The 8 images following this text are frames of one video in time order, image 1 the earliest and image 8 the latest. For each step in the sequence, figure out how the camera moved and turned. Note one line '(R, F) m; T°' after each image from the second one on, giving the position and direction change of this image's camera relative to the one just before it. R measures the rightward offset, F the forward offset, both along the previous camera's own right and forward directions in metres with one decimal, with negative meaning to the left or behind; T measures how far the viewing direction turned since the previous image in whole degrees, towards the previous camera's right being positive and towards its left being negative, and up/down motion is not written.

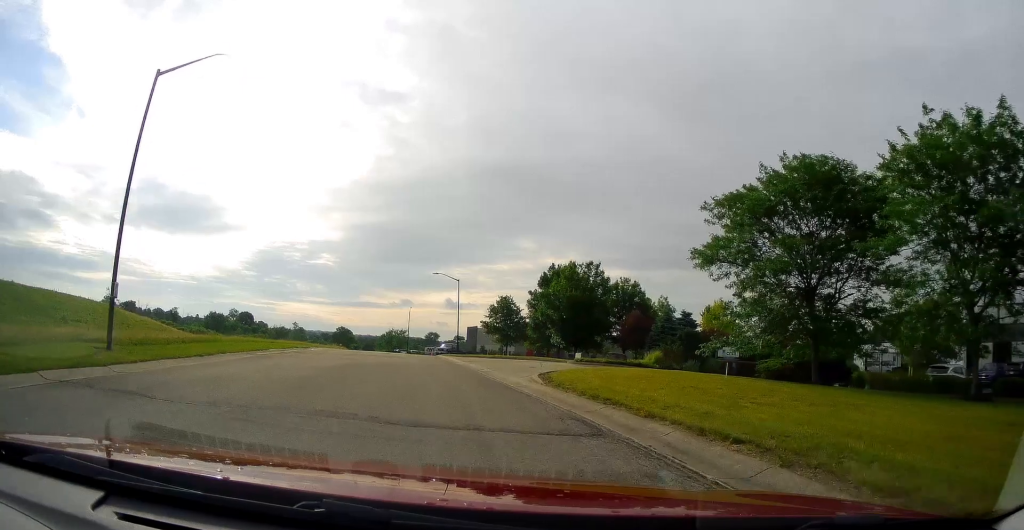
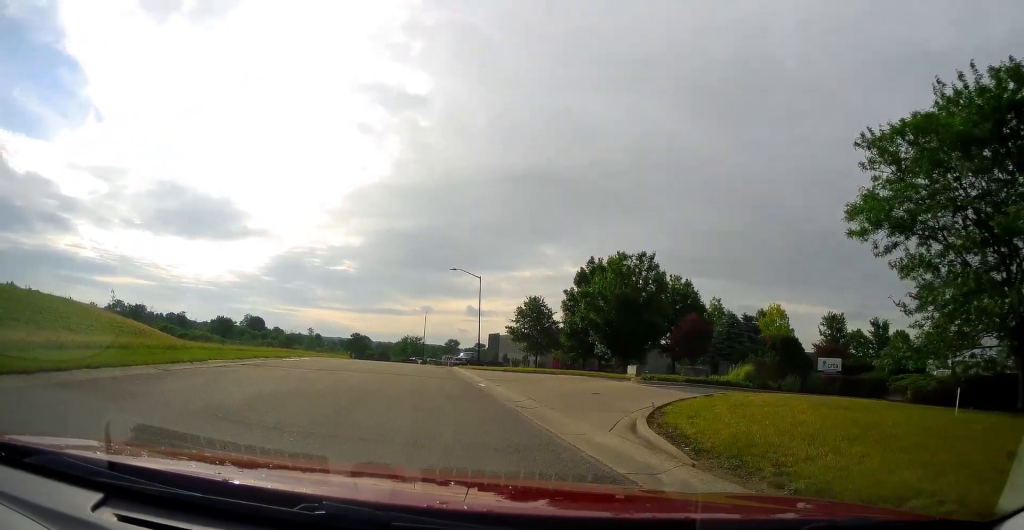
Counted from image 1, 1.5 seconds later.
(-0.4, +10.3) m; +1°
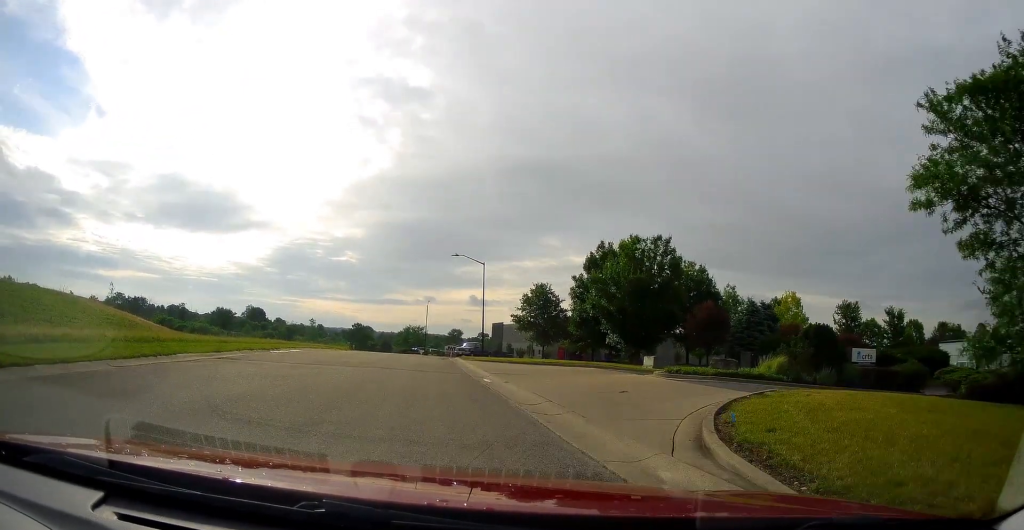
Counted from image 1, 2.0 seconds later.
(+0.2, +2.9) m; +2°
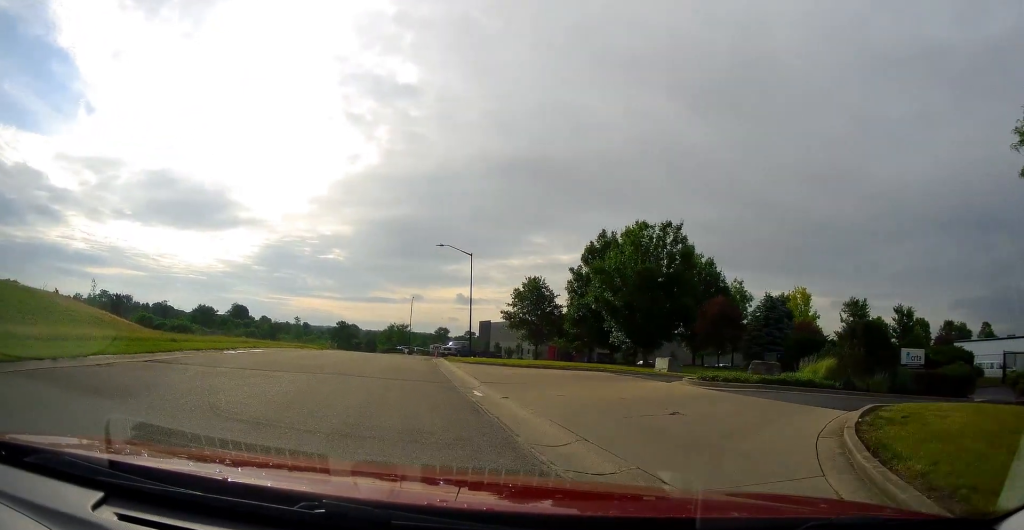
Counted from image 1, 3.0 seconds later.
(-0.1, +4.7) m; +2°
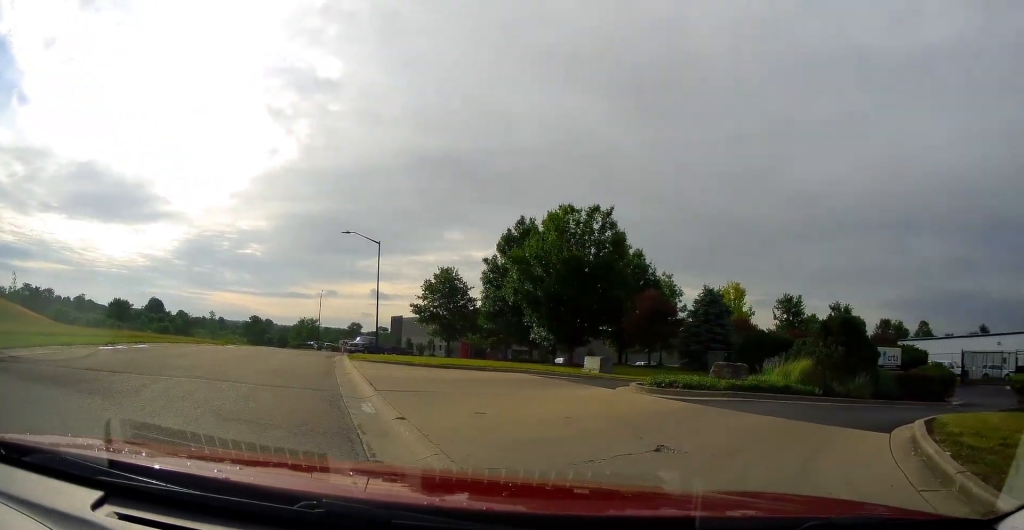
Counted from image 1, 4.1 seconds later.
(+0.3, +3.9) m; +21°
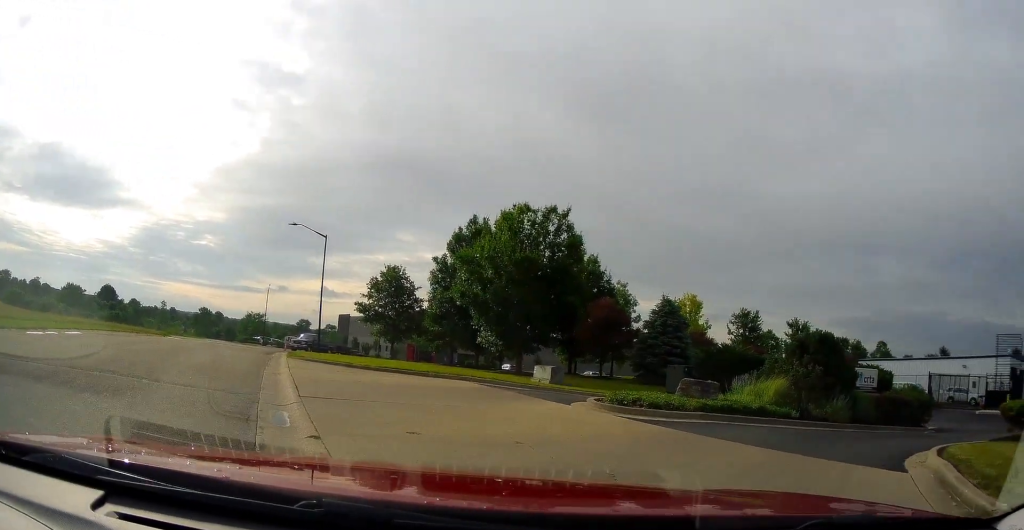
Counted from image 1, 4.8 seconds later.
(+0.6, +1.6) m; +6°
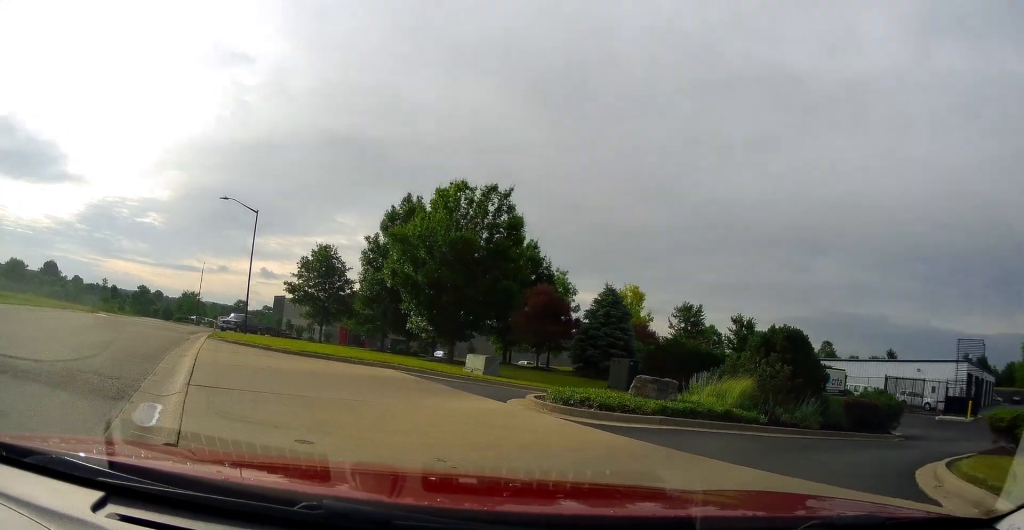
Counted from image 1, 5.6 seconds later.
(0.0, +1.8) m; -2°
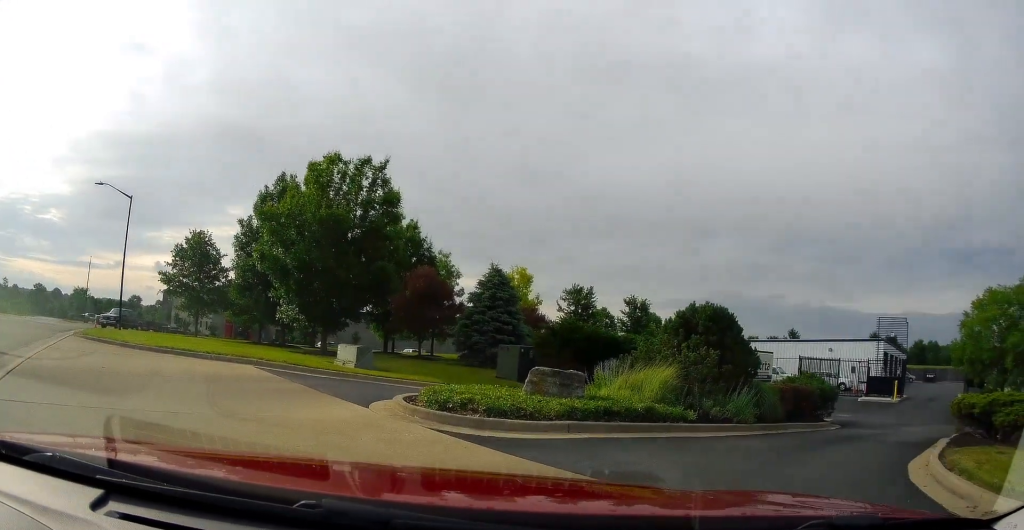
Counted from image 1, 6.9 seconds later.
(-0.2, +2.7) m; +13°
